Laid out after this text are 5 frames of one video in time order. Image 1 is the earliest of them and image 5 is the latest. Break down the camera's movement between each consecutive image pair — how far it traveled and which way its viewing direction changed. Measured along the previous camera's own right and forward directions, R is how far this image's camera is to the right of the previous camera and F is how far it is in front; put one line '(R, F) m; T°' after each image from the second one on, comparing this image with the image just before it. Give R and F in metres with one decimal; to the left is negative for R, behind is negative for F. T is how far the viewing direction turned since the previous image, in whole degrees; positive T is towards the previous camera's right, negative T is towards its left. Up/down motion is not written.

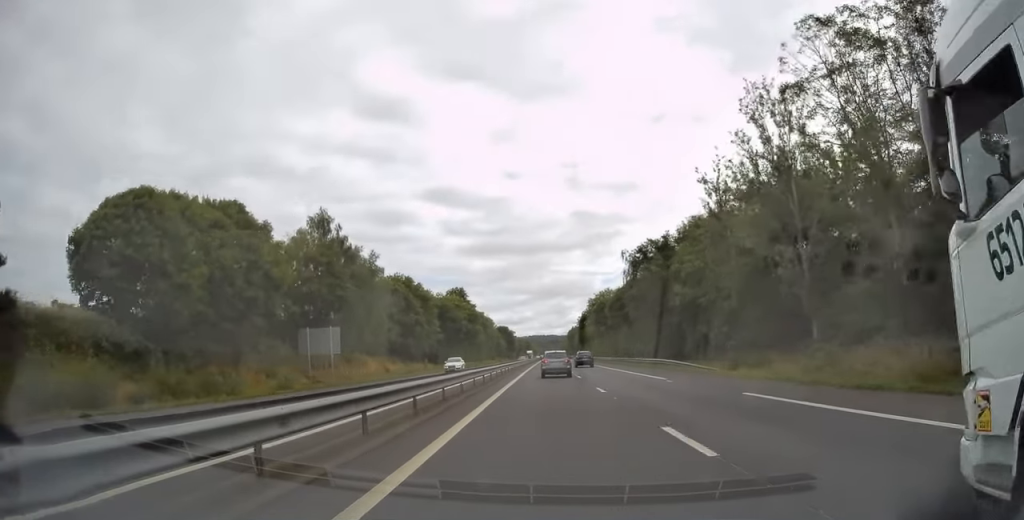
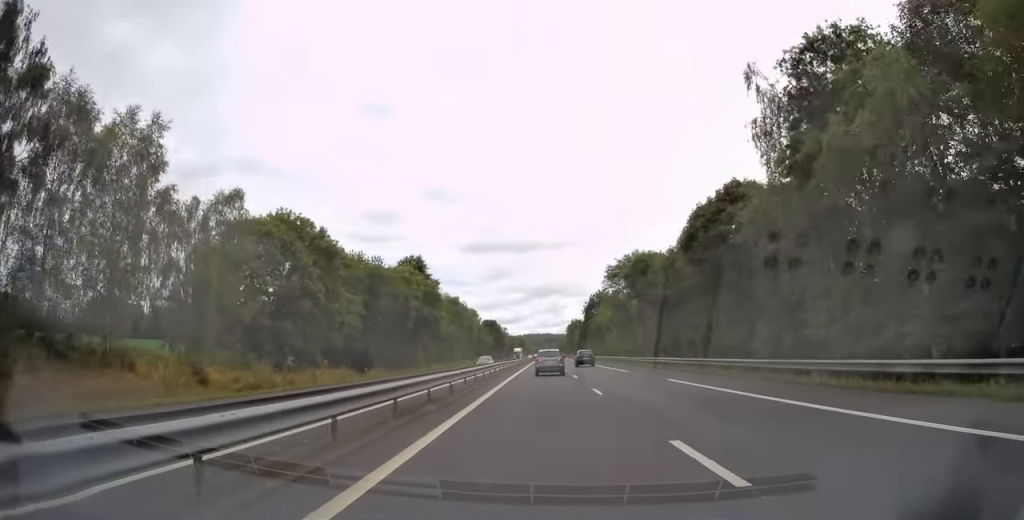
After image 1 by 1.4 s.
(+0.2, +40.7) m; 0°
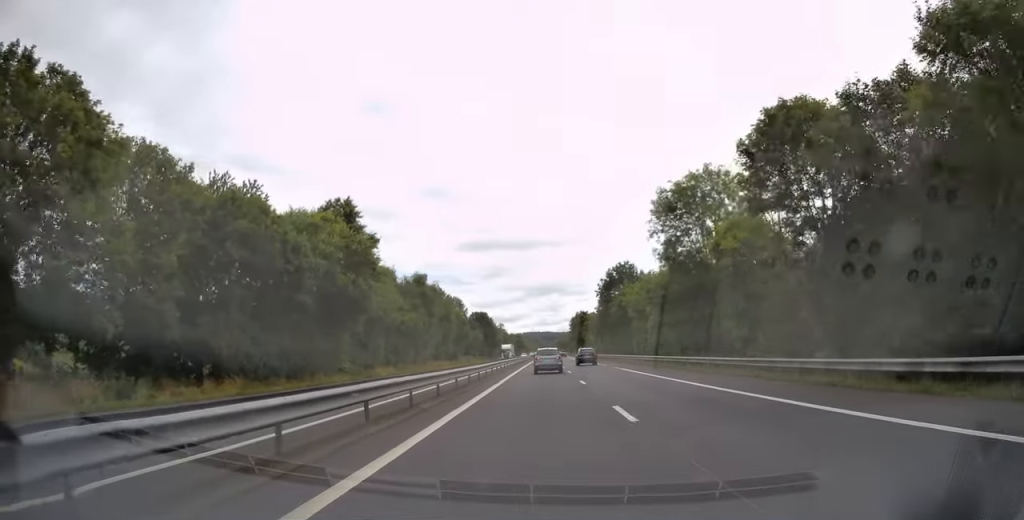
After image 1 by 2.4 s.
(-0.2, +33.6) m; 0°
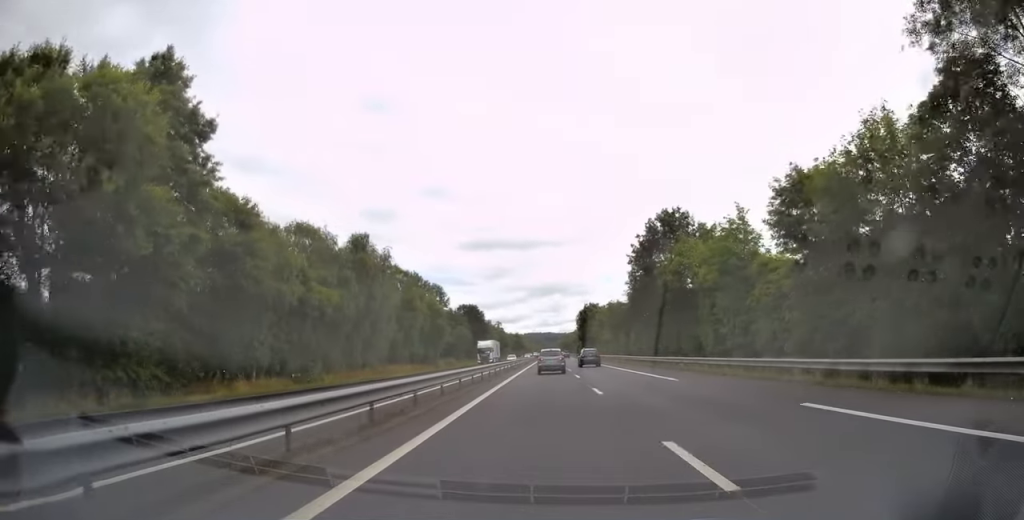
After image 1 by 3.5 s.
(+0.4, +31.7) m; 0°
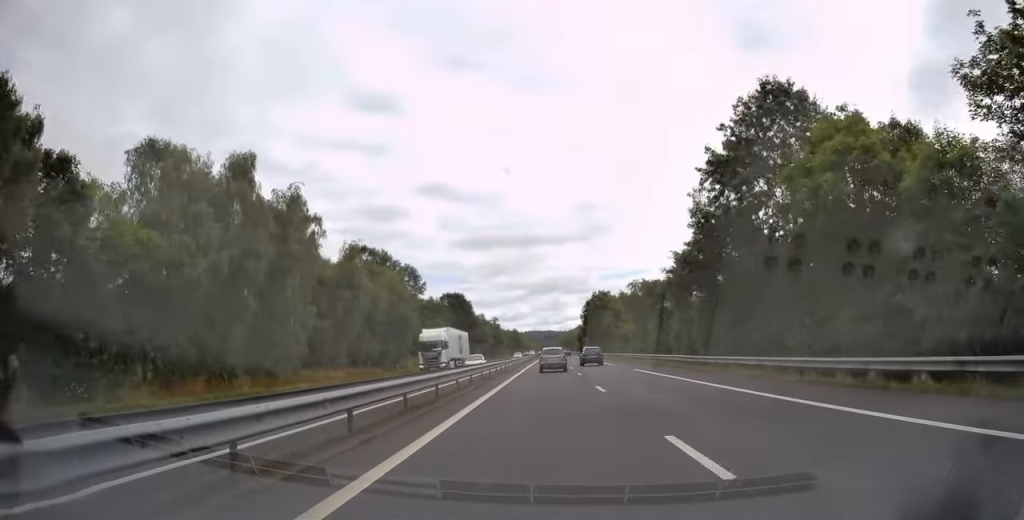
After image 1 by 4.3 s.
(-0.2, +25.6) m; 0°
